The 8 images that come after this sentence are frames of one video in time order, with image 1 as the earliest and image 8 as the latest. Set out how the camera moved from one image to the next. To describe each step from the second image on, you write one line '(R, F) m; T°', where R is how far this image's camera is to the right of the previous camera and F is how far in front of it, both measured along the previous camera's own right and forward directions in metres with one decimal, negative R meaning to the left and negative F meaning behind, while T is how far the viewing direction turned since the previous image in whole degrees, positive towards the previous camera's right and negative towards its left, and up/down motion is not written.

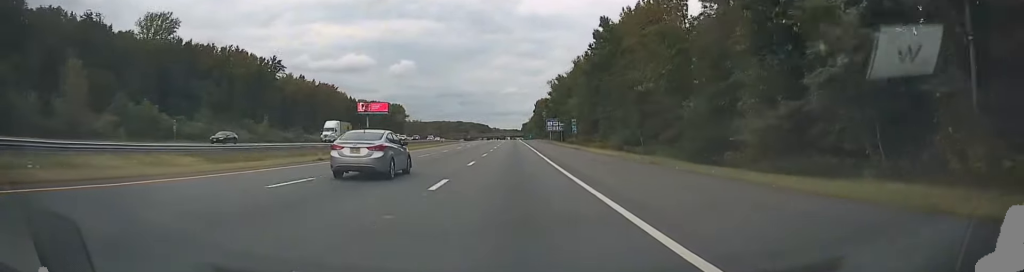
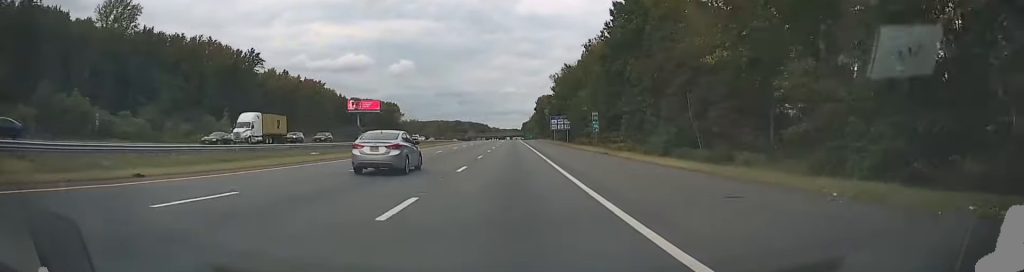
(+0.1, +16.9) m; 0°
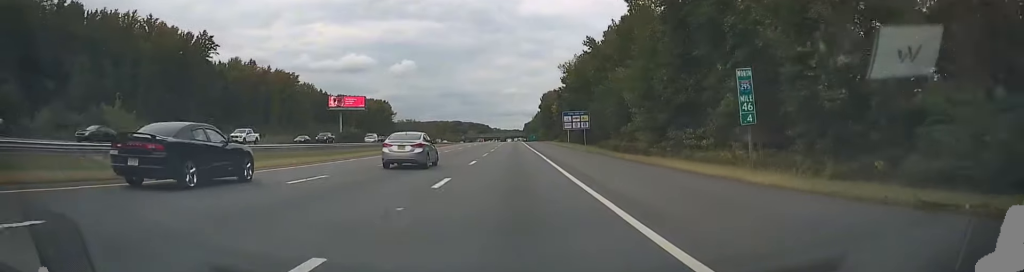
(-0.1, +30.8) m; 0°
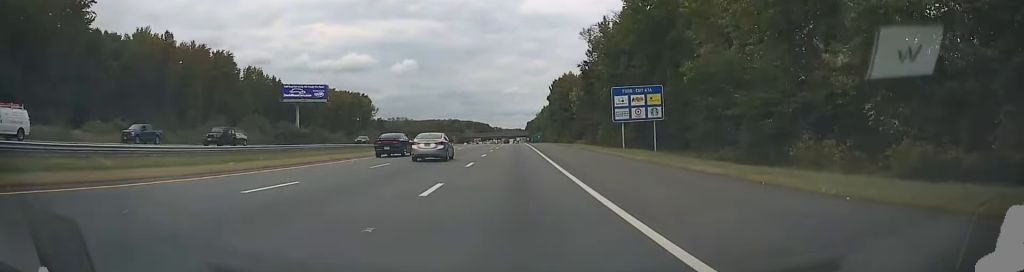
(0.0, +50.5) m; 0°
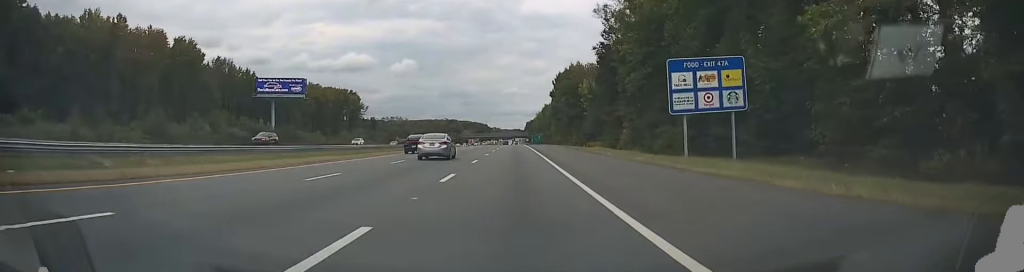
(0.0, +20.1) m; 0°
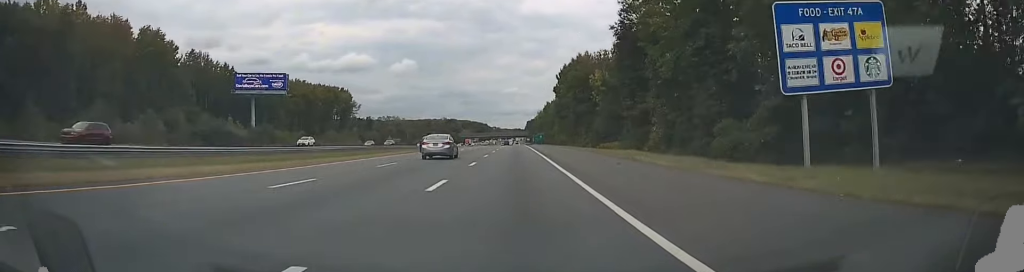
(0.0, +13.8) m; 0°
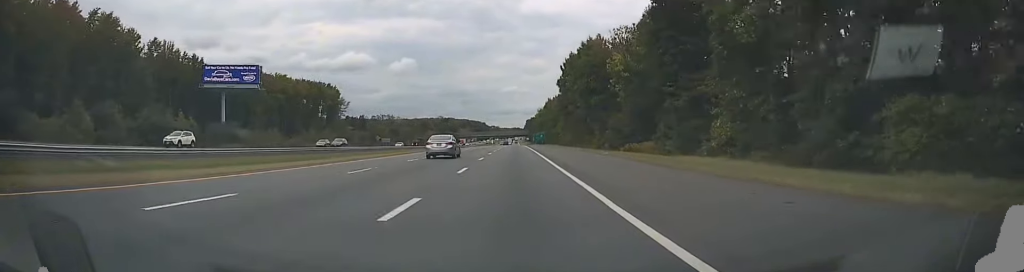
(0.0, +17.0) m; 0°
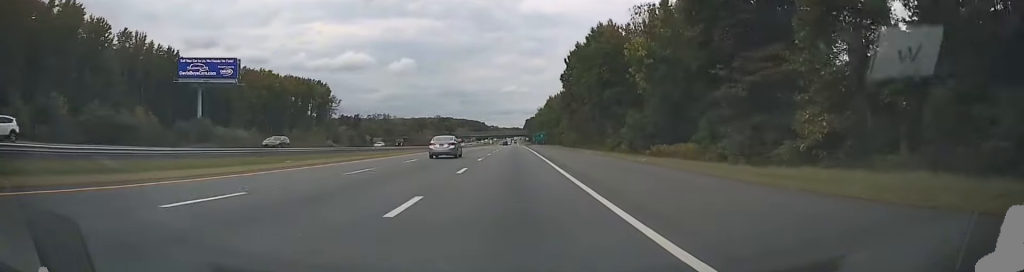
(0.0, +11.7) m; 0°
